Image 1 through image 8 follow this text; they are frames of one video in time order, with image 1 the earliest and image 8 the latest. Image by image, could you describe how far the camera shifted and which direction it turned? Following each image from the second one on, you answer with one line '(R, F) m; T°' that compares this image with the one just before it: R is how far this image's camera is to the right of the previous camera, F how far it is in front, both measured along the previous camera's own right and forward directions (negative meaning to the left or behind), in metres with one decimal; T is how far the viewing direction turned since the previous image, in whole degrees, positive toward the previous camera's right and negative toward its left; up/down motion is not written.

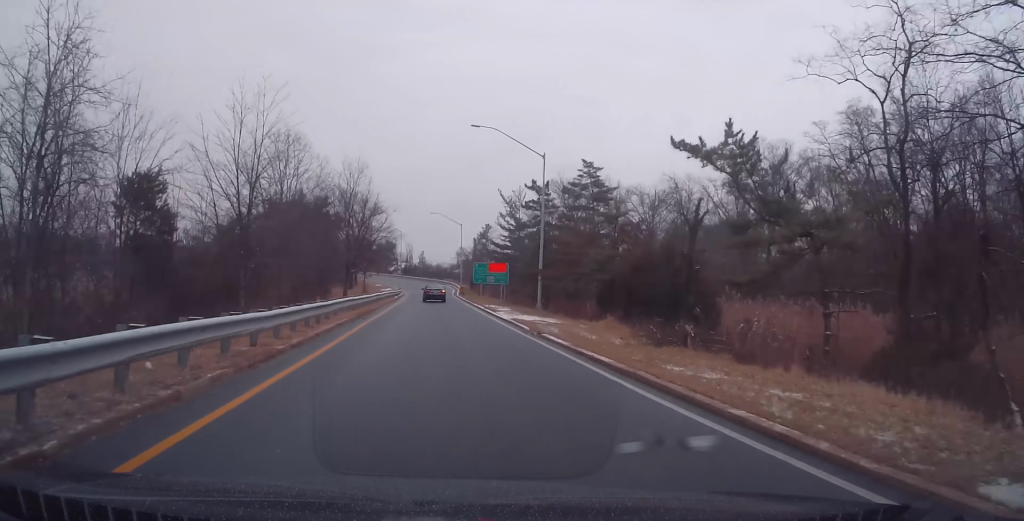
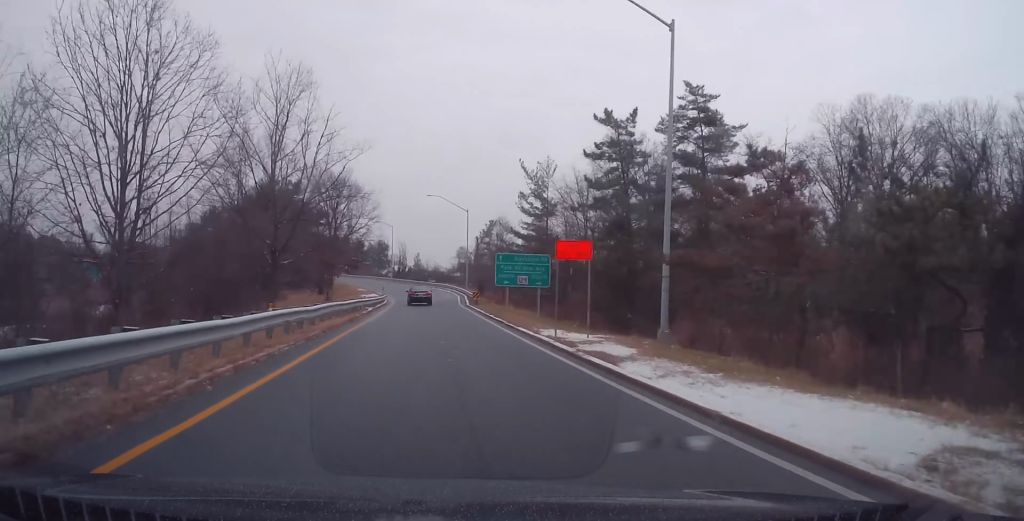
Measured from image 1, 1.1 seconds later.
(+0.1, +23.8) m; -1°
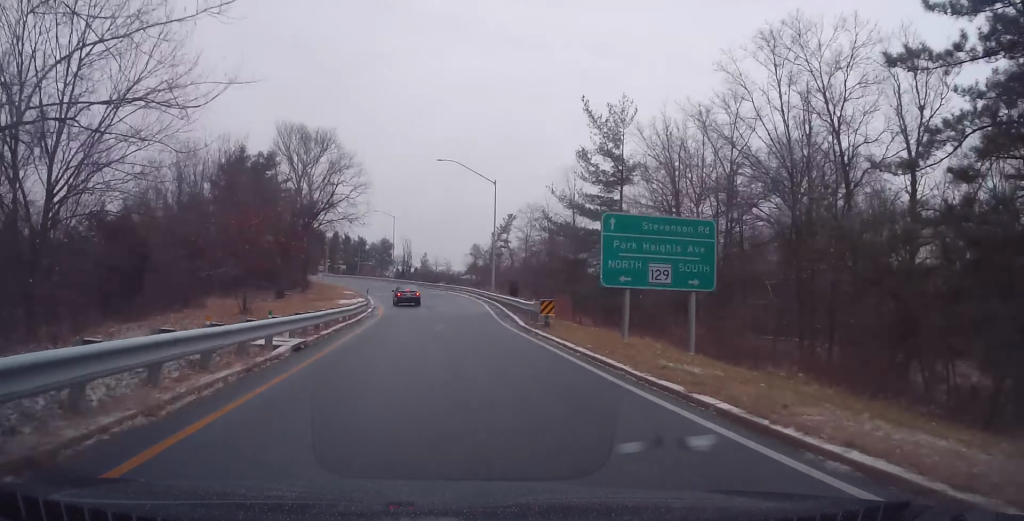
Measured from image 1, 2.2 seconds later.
(-0.2, +23.3) m; -2°
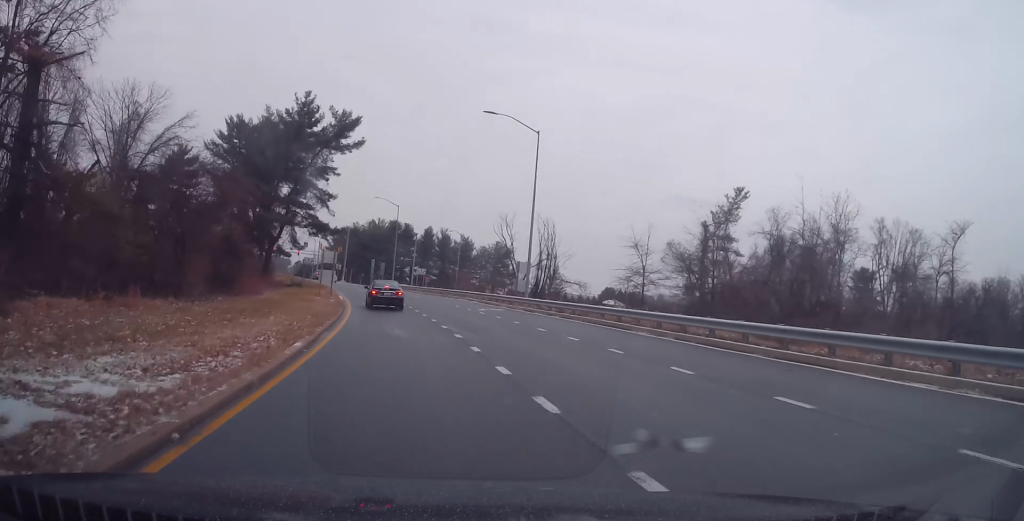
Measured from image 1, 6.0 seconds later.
(-4.0, +70.8) m; -8°
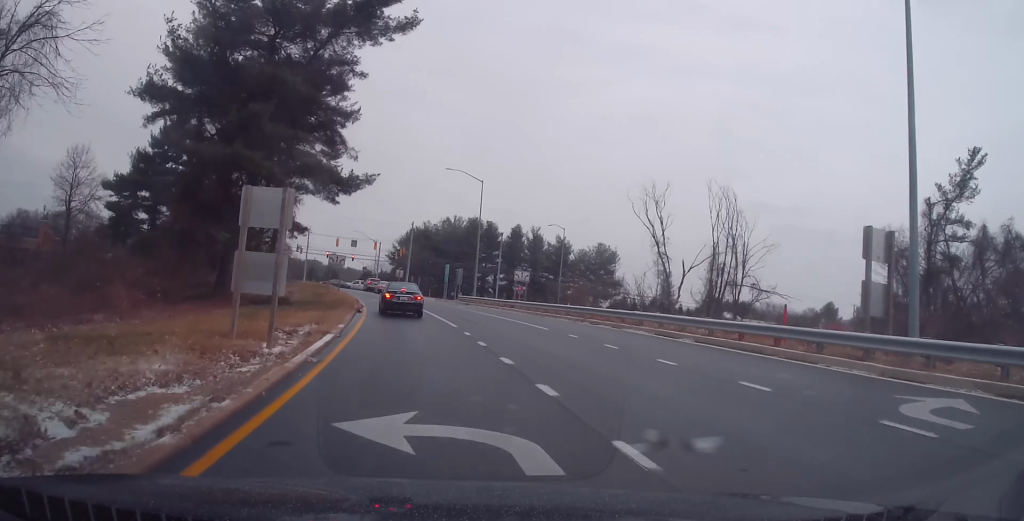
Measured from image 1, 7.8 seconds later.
(-1.4, +27.1) m; -6°
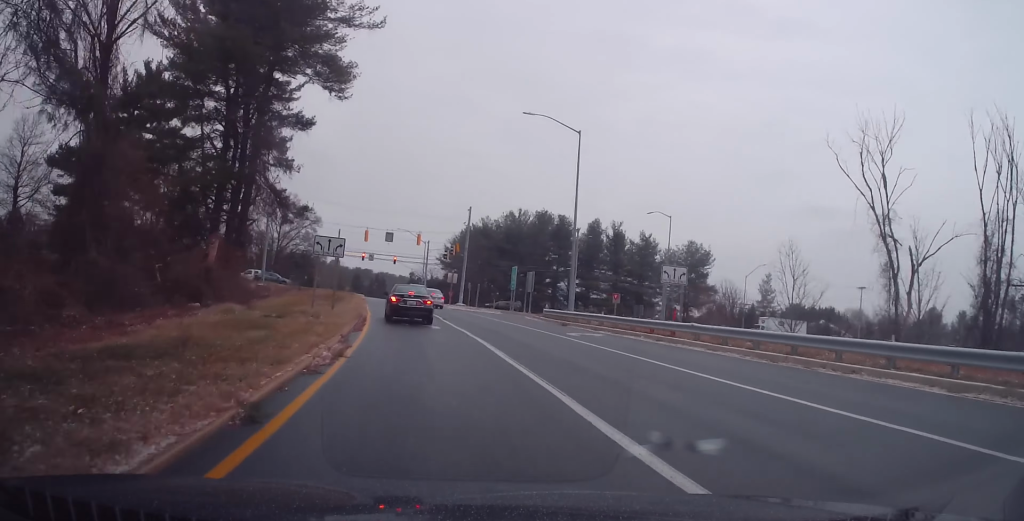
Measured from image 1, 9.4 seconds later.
(-1.1, +20.6) m; -4°
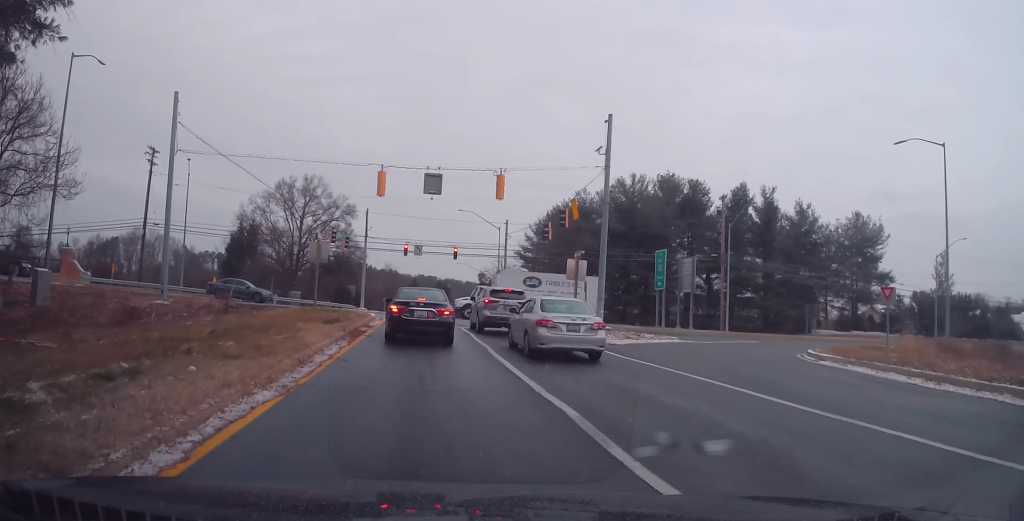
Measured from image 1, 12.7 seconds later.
(-0.9, +30.6) m; -3°
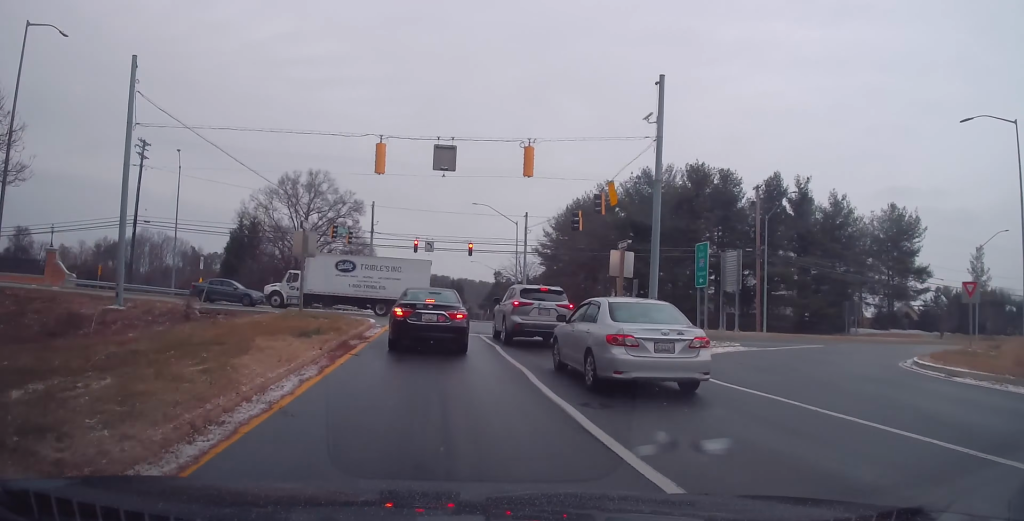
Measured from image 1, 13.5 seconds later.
(-0.2, +4.4) m; -1°
